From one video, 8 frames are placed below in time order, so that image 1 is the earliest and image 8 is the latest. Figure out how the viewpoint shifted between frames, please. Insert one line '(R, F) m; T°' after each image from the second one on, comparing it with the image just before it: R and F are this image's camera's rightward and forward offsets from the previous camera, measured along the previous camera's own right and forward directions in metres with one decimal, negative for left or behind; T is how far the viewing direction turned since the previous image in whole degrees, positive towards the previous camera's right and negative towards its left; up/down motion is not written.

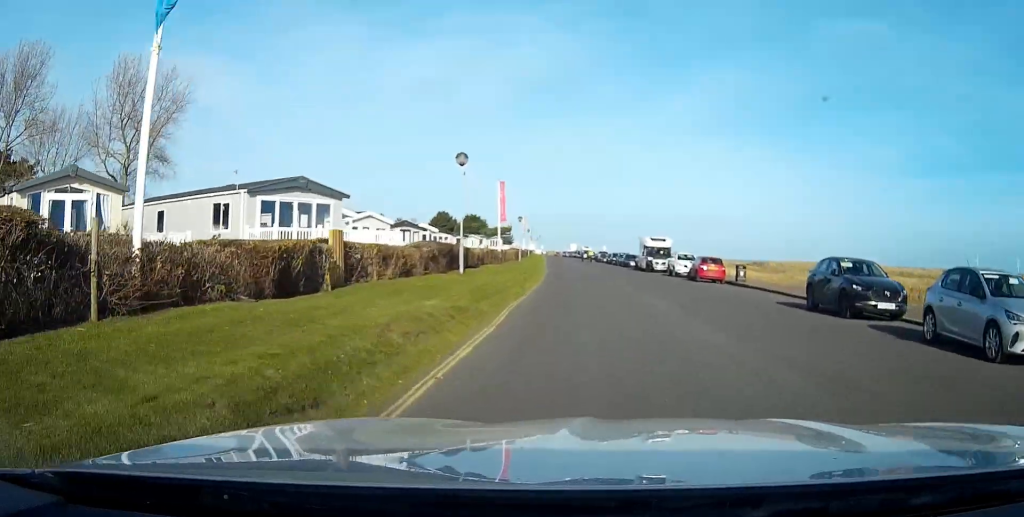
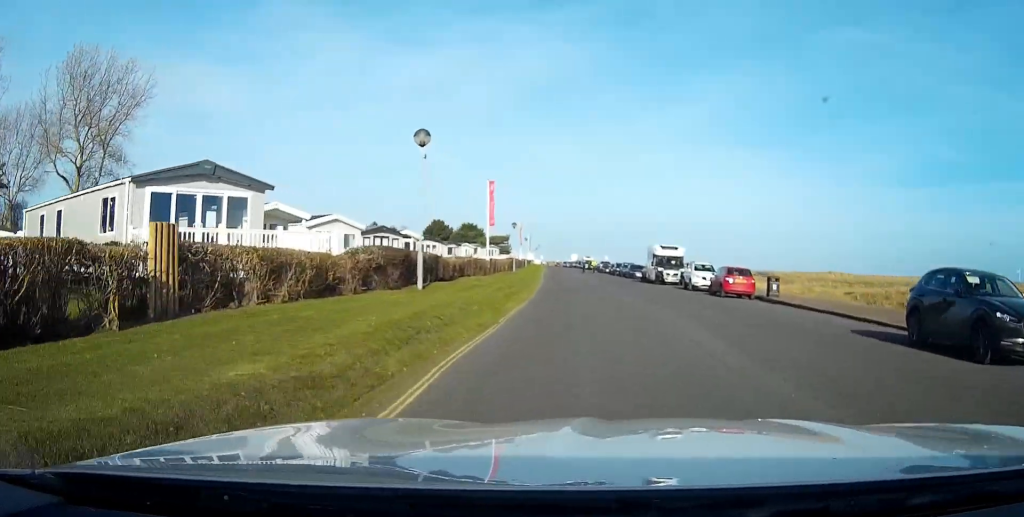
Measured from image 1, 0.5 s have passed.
(0.0, +7.0) m; 0°
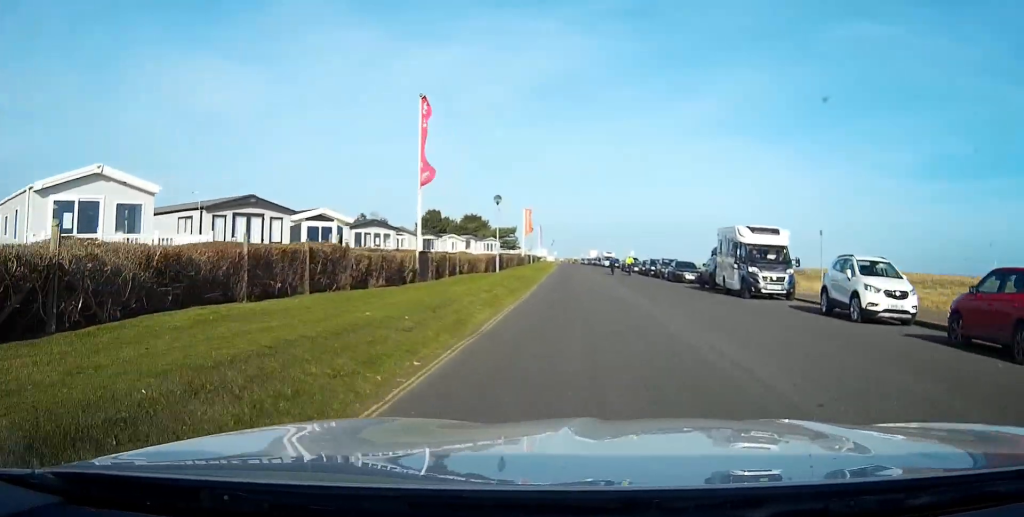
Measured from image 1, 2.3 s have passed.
(-0.2, +23.9) m; -1°
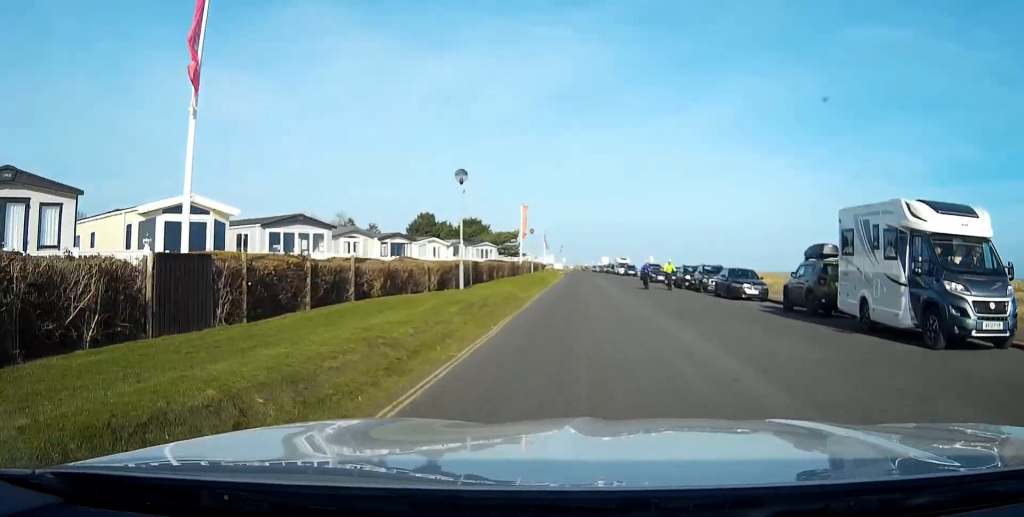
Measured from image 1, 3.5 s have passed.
(0.0, +15.3) m; 0°
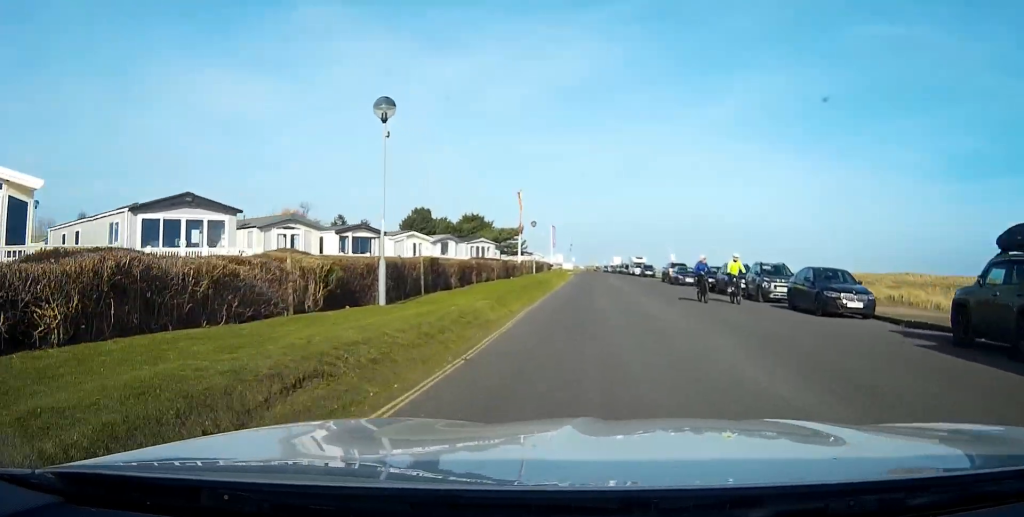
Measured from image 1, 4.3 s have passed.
(0.0, +11.9) m; 0°
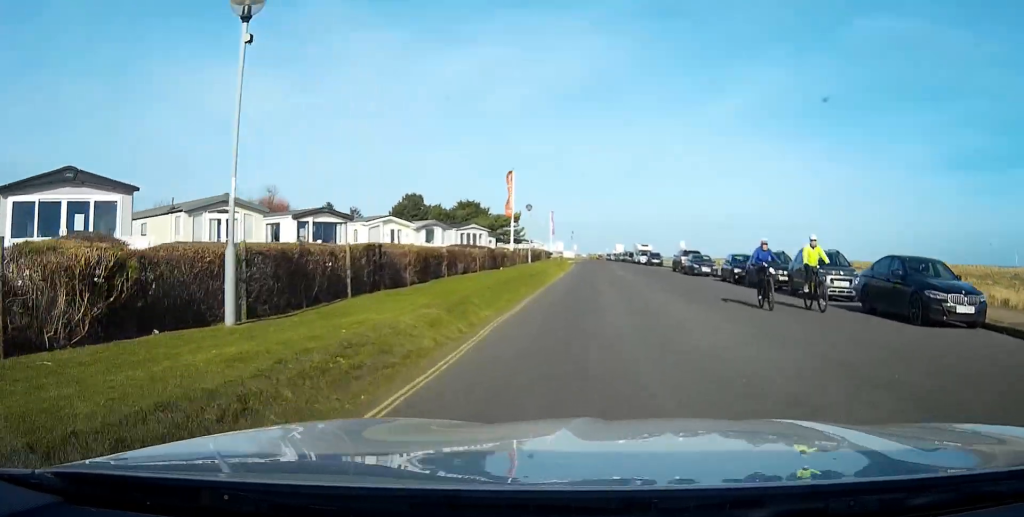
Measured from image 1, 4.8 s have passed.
(0.0, +6.9) m; 0°
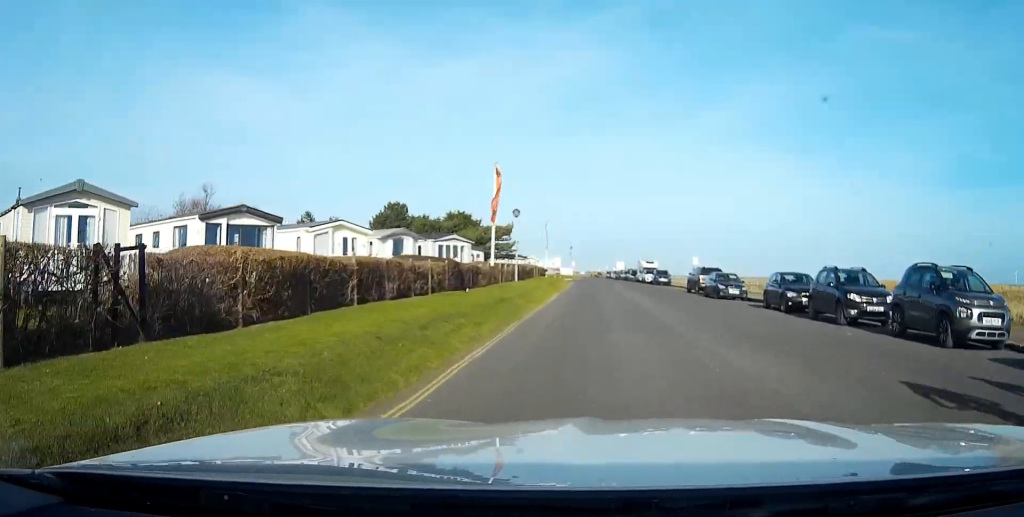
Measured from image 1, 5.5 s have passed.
(0.0, +9.6) m; 0°
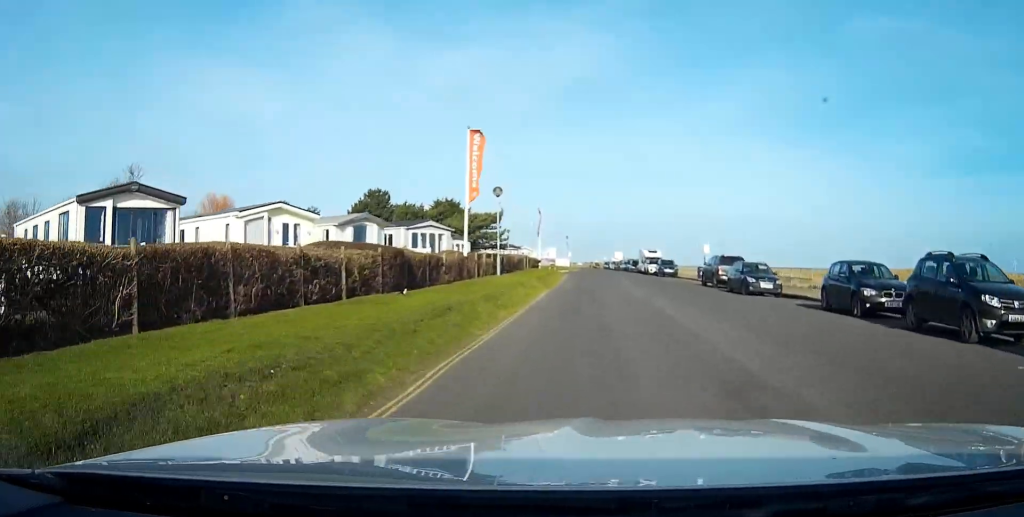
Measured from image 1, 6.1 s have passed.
(0.0, +7.7) m; 0°
